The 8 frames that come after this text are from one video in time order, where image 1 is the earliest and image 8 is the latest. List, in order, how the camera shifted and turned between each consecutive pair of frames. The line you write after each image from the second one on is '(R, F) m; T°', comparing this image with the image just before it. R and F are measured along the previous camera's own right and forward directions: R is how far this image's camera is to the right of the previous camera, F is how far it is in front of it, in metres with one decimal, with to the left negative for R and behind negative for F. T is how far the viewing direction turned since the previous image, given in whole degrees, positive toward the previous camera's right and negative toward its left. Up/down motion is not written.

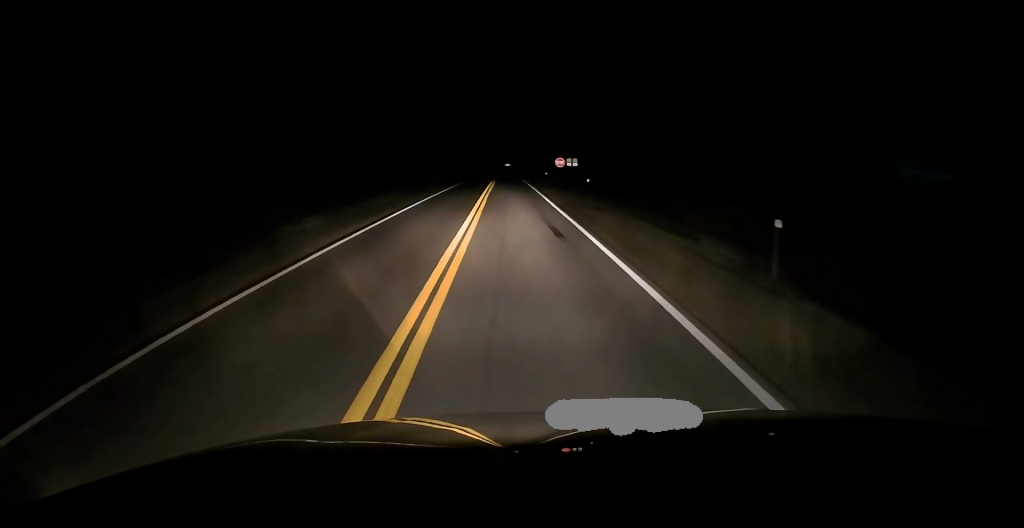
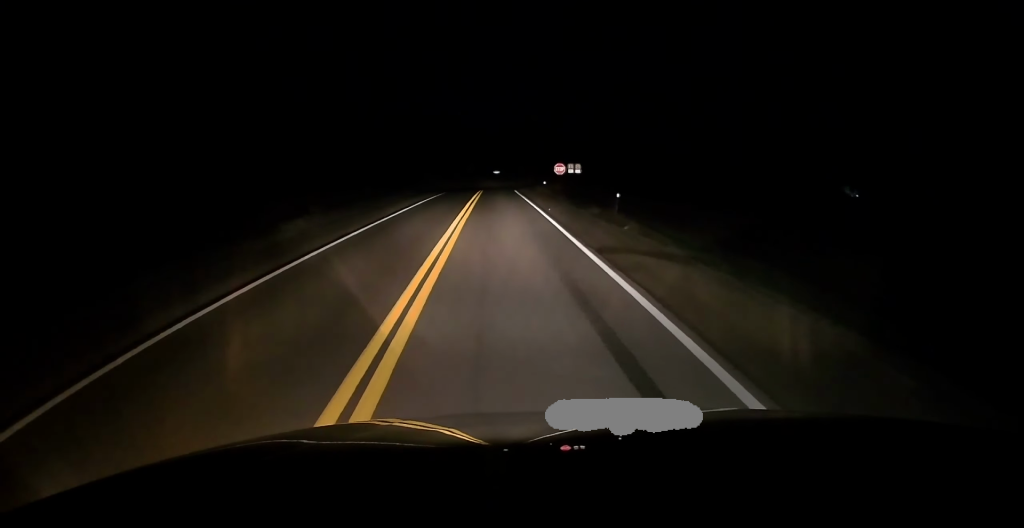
(+0.1, +13.9) m; +3°
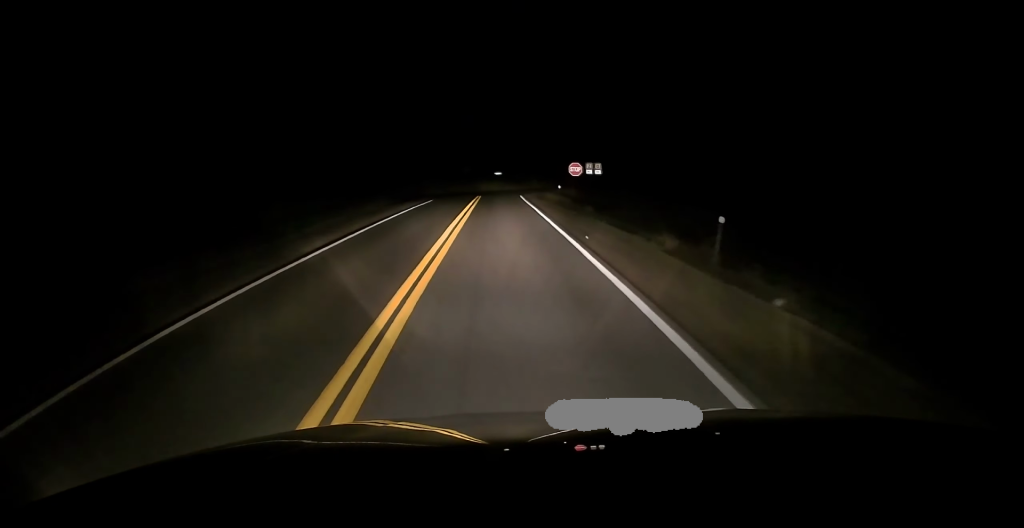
(+0.6, +14.0) m; +2°
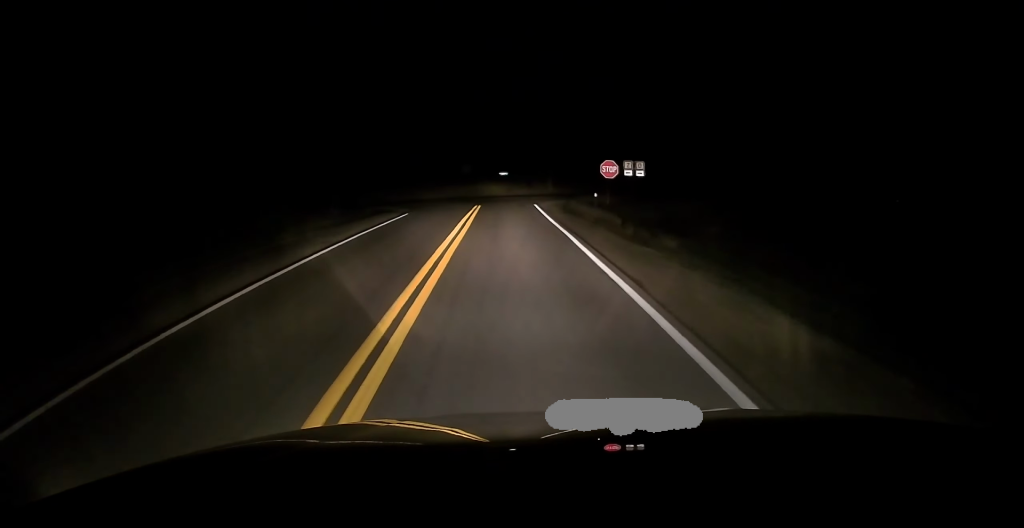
(-0.1, +16.6) m; -1°
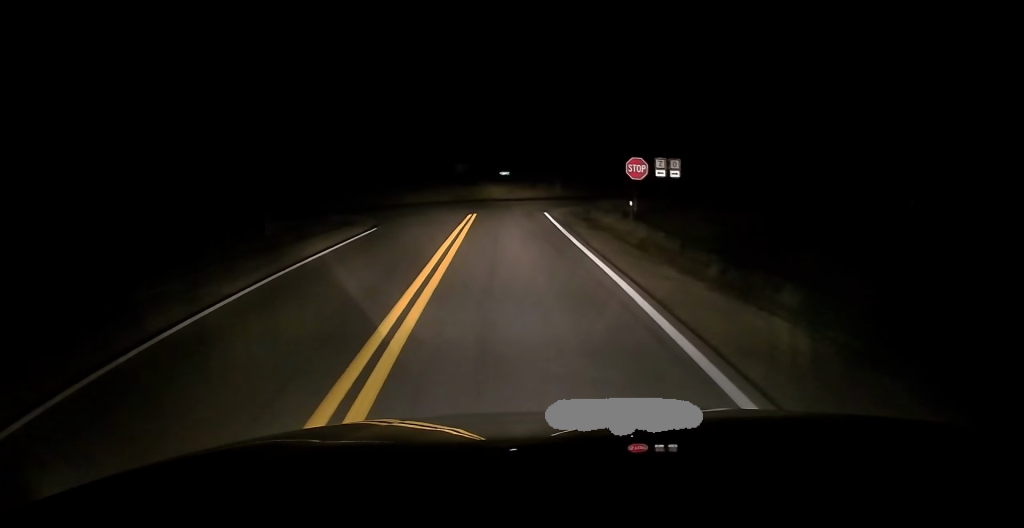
(-0.1, +9.7) m; 0°
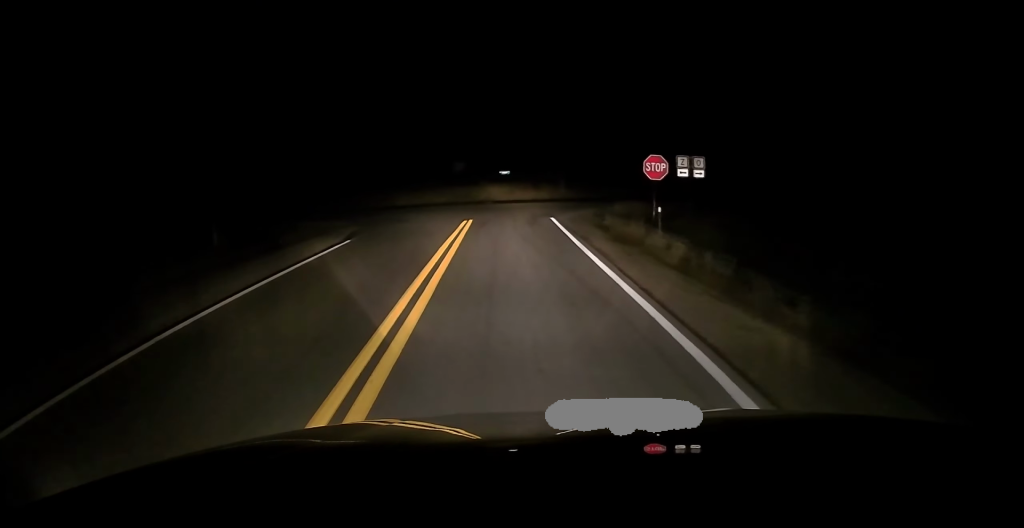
(-0.3, +5.1) m; +1°
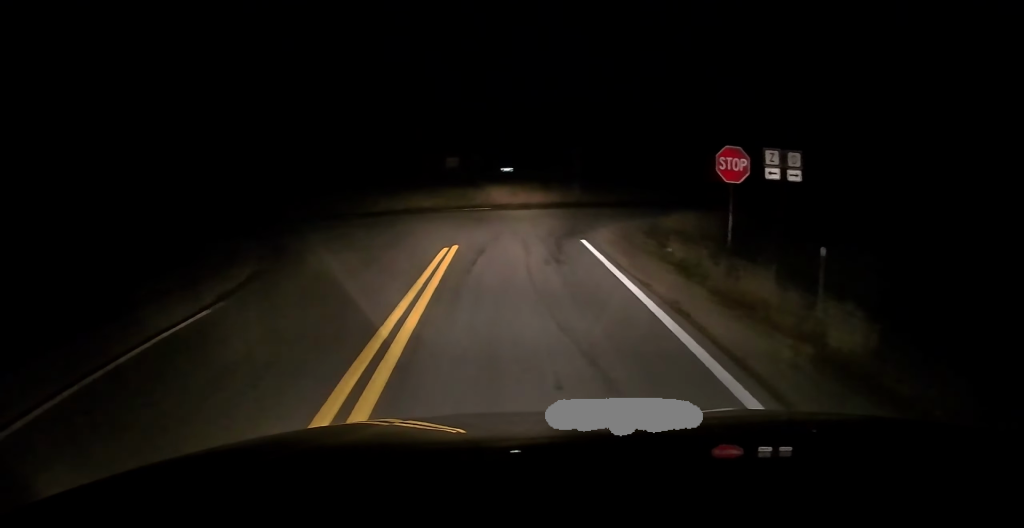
(+0.6, +12.1) m; 0°
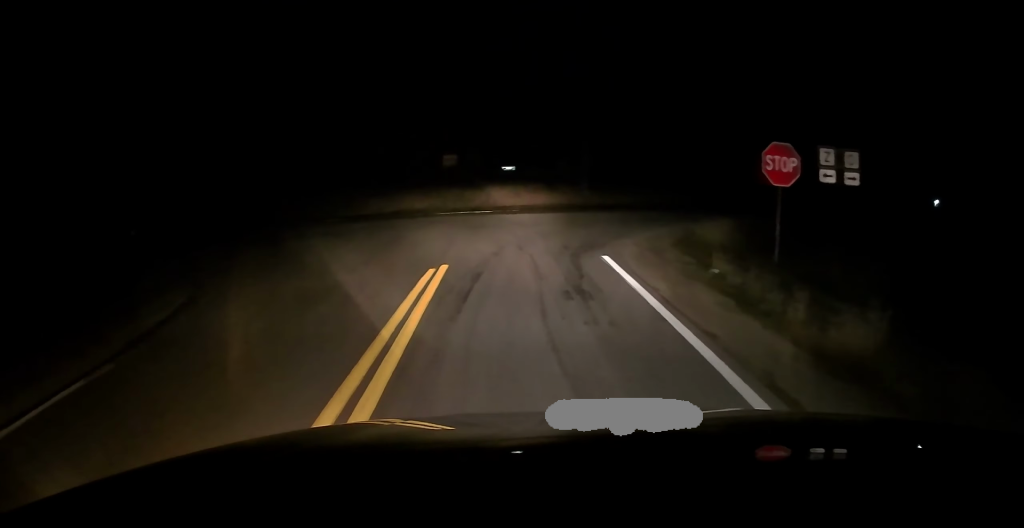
(-0.3, +4.4) m; -2°
